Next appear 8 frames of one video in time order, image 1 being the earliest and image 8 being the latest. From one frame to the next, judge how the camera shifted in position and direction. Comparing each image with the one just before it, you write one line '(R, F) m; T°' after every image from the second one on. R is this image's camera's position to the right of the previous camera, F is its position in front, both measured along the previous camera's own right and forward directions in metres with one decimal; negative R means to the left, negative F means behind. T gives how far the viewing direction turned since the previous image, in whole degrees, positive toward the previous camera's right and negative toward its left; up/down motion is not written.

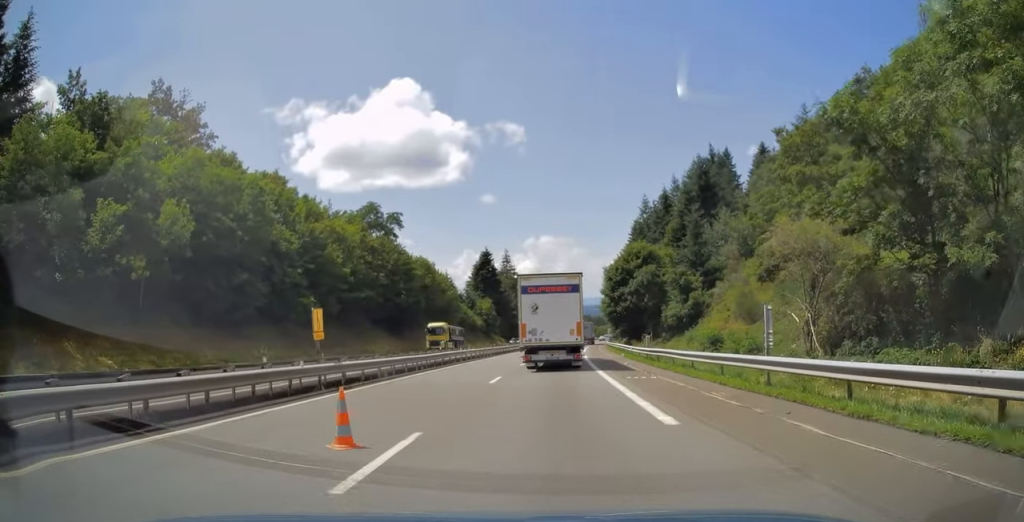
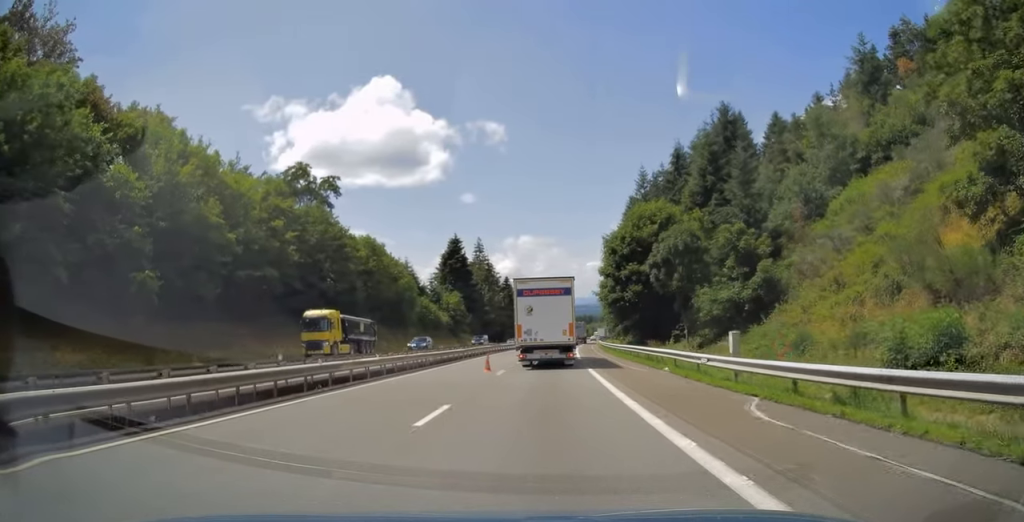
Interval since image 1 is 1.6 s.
(+0.8, +22.2) m; +4°
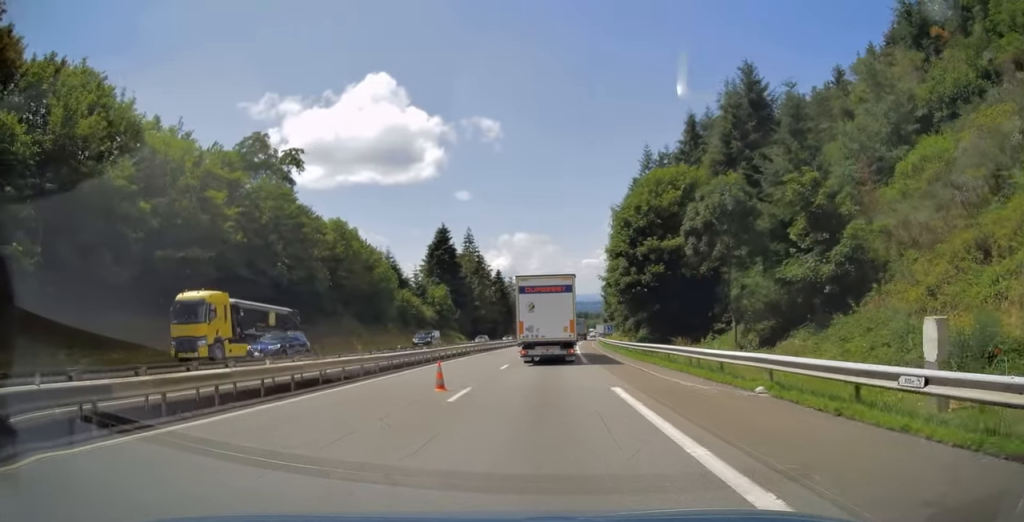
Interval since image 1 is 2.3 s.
(0.0, +10.6) m; -1°
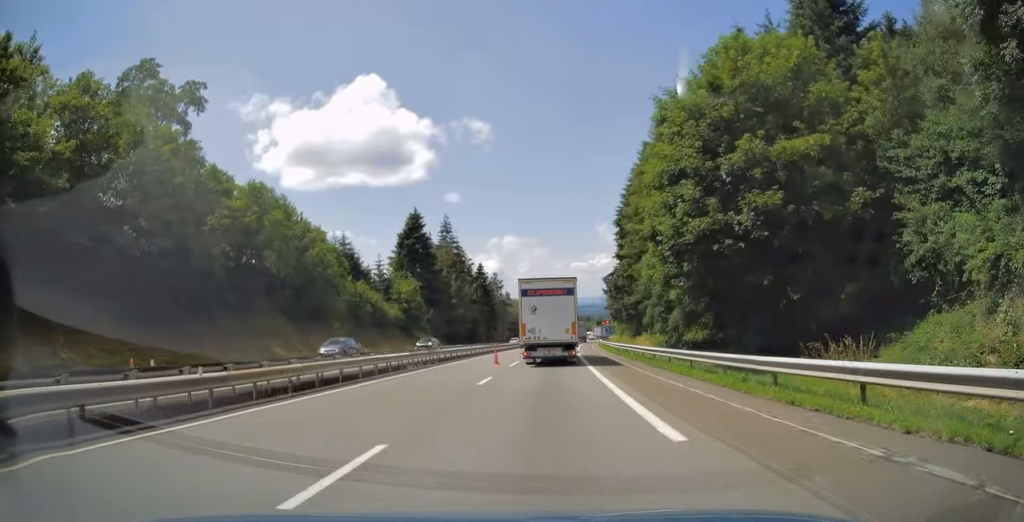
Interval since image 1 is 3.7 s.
(-0.3, +20.3) m; +1°
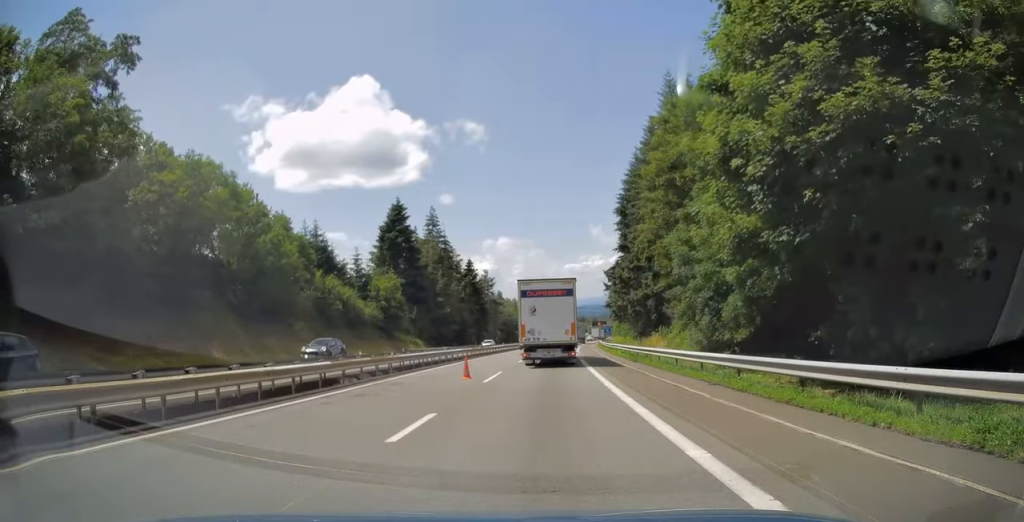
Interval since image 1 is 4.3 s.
(+0.5, +9.6) m; +1°
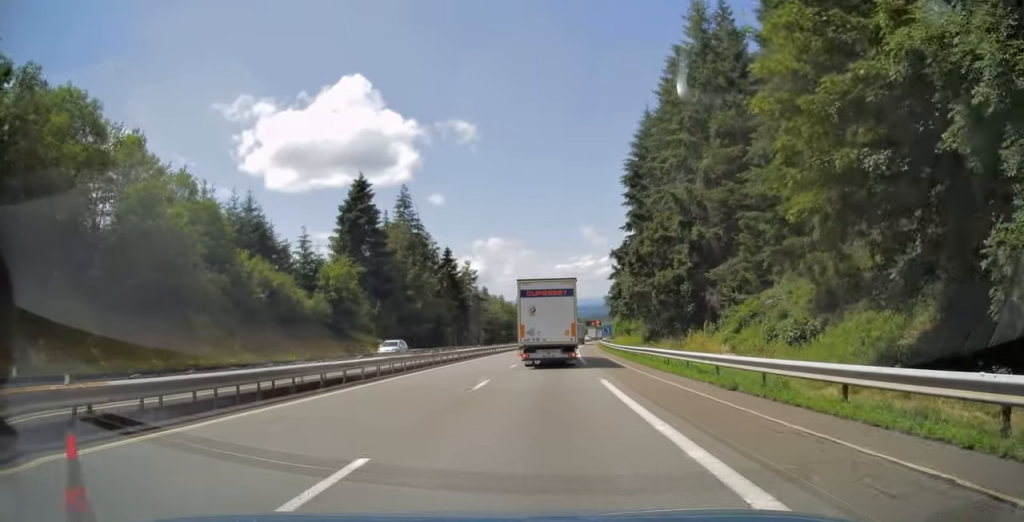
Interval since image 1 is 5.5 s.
(-0.2, +17.8) m; 0°
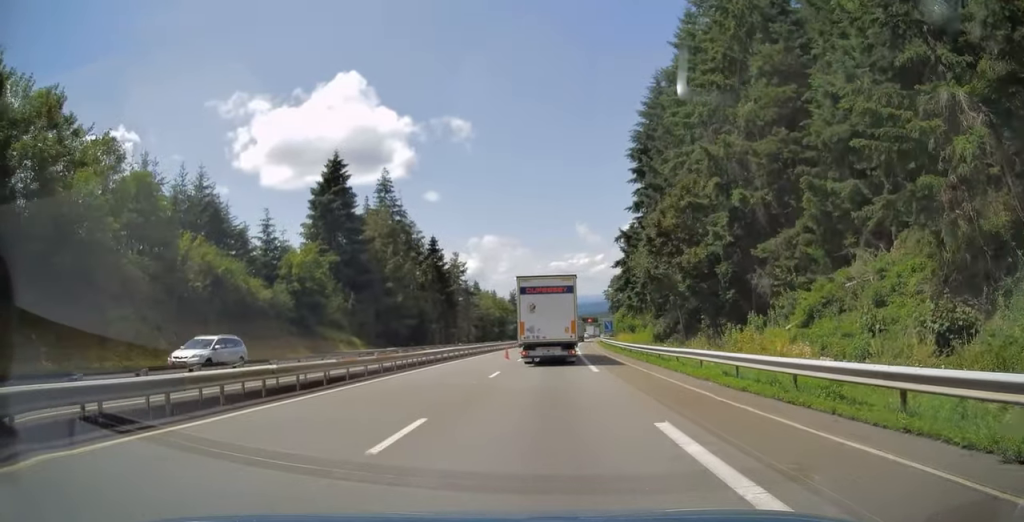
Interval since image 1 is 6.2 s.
(+0.3, +9.6) m; 0°
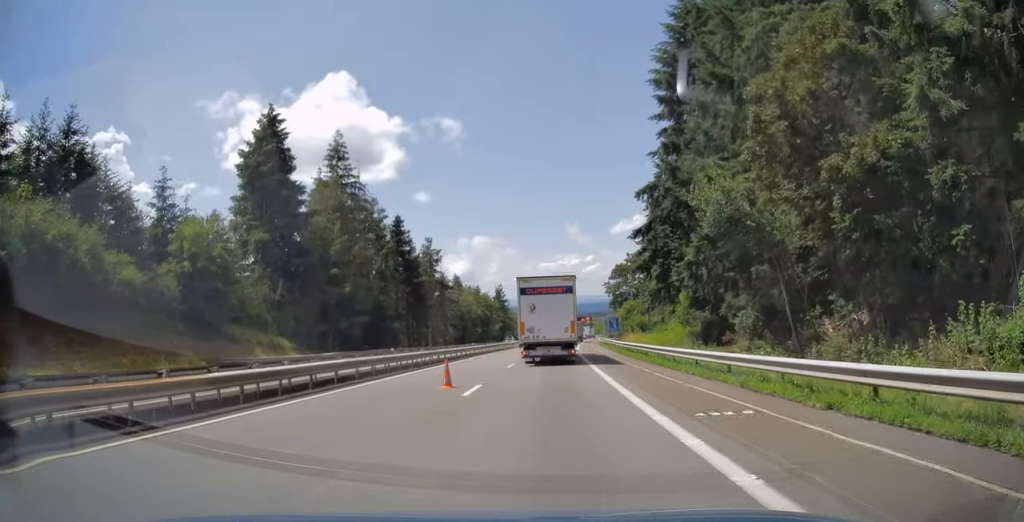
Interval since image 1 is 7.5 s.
(-0.1, +19.2) m; +1°
